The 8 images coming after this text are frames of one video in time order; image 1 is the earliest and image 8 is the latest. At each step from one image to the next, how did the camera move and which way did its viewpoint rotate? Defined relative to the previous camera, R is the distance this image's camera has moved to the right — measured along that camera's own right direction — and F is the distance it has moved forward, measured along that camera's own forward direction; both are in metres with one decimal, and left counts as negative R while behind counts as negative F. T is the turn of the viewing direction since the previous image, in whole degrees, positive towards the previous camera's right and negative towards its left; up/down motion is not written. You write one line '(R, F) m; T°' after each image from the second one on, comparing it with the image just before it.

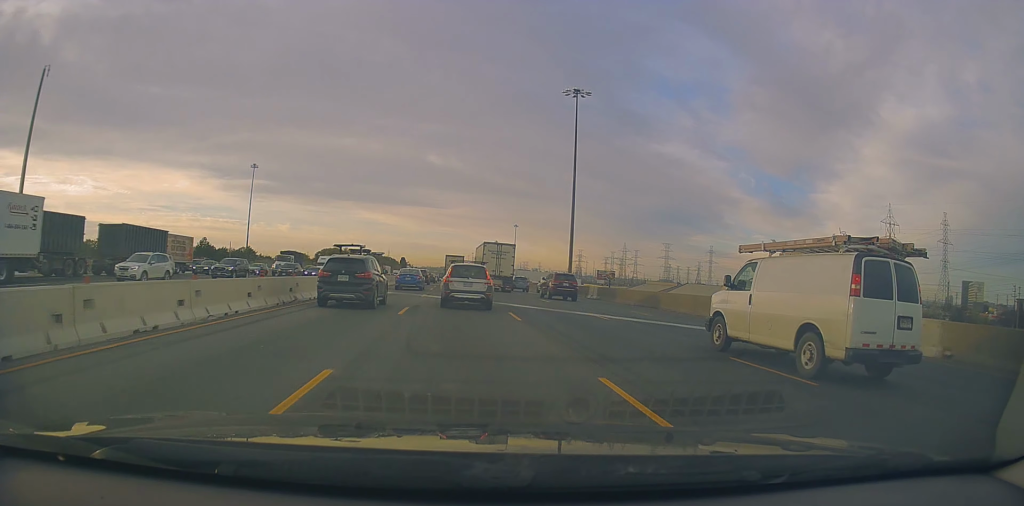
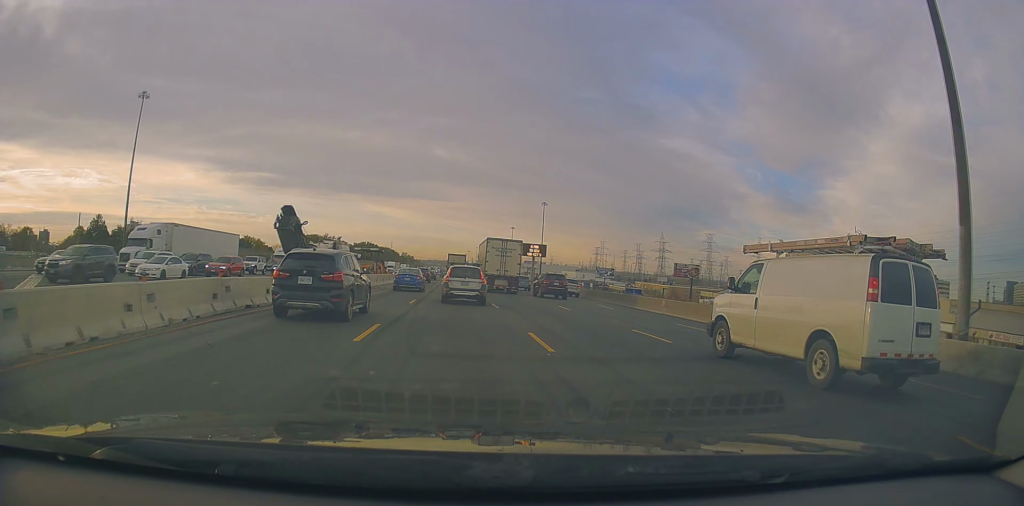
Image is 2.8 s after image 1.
(-0.4, +66.2) m; -1°
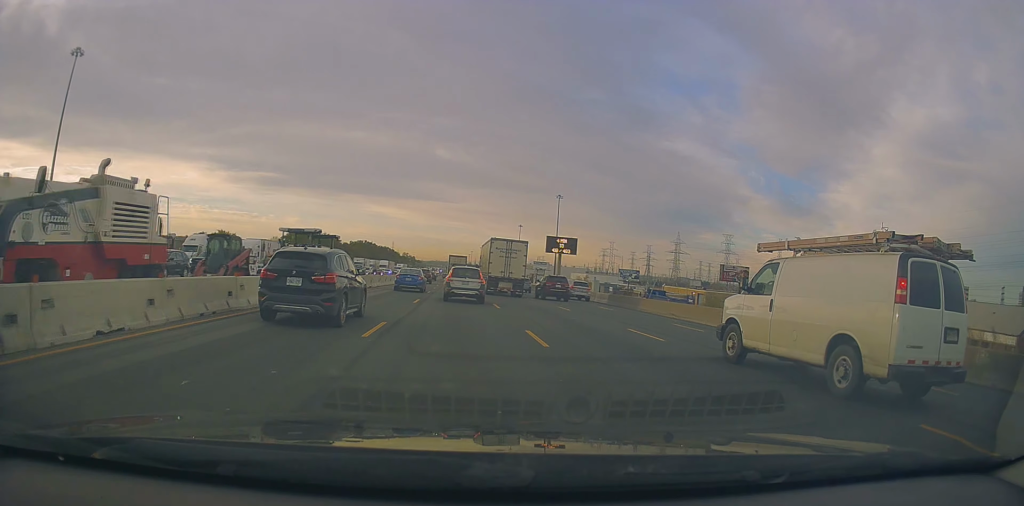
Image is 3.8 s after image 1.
(+0.3, +23.2) m; +1°
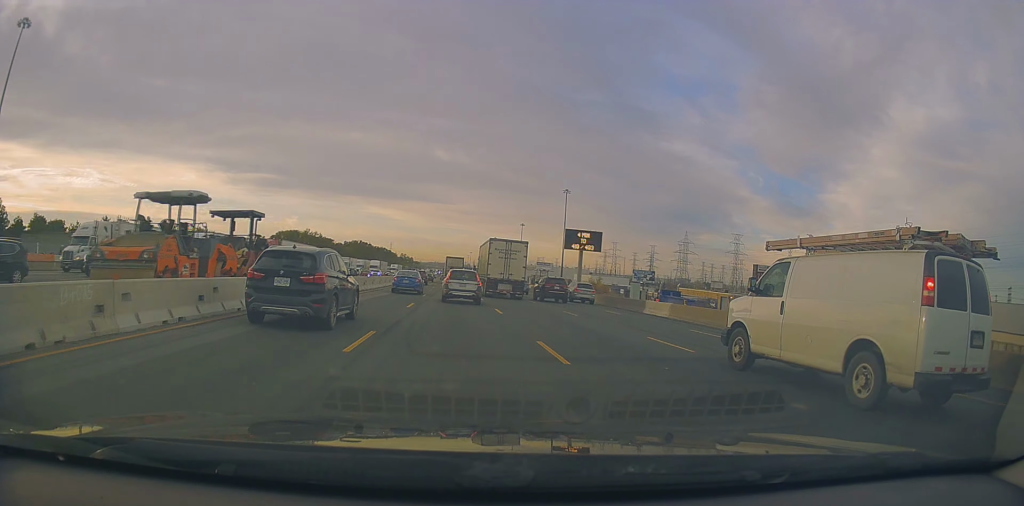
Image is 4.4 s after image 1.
(0.0, +14.0) m; 0°
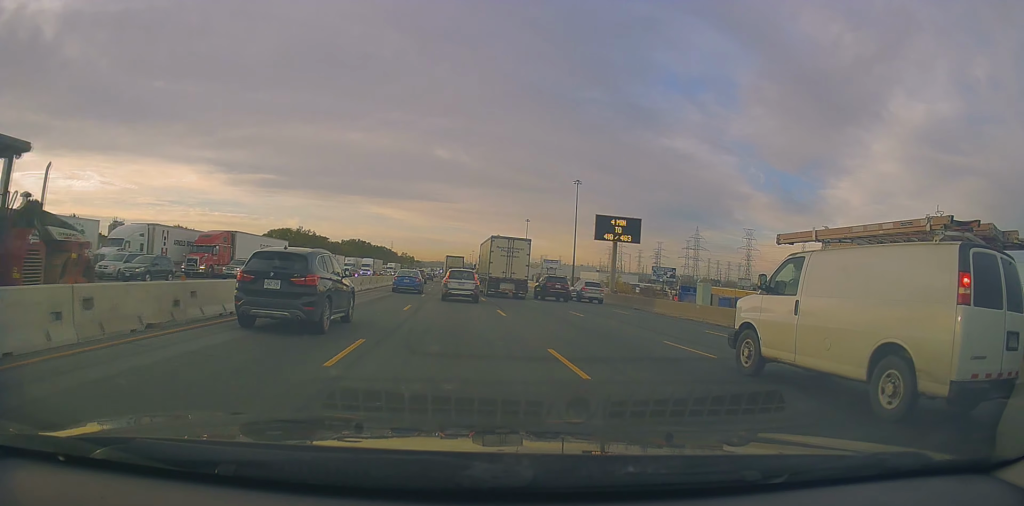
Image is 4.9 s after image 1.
(+0.1, +12.7) m; -1°
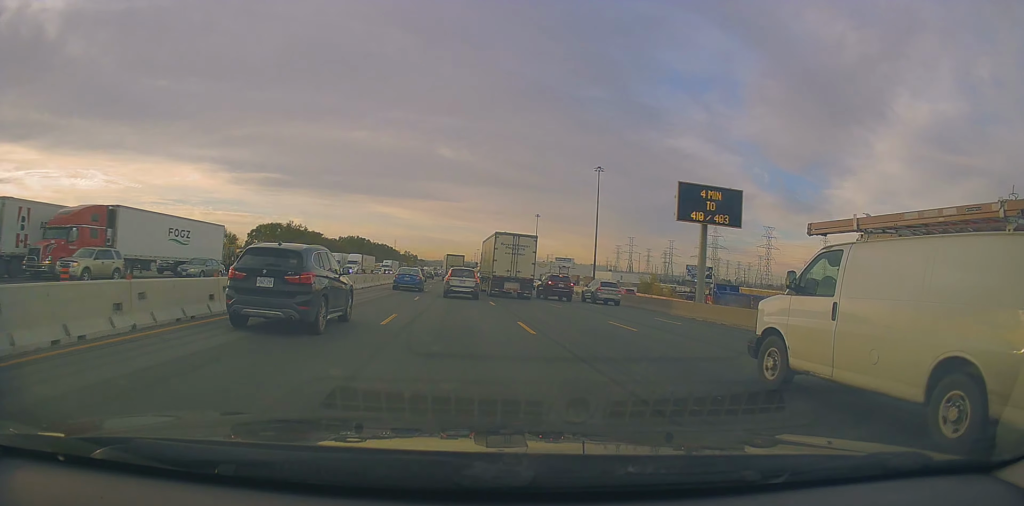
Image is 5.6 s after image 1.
(-0.4, +18.3) m; 0°
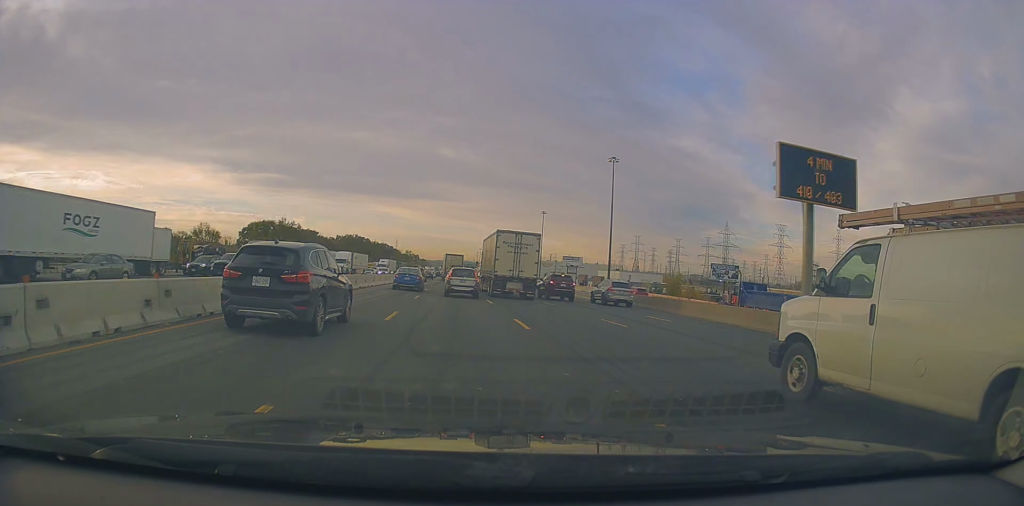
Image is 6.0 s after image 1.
(-0.1, +10.3) m; 0°
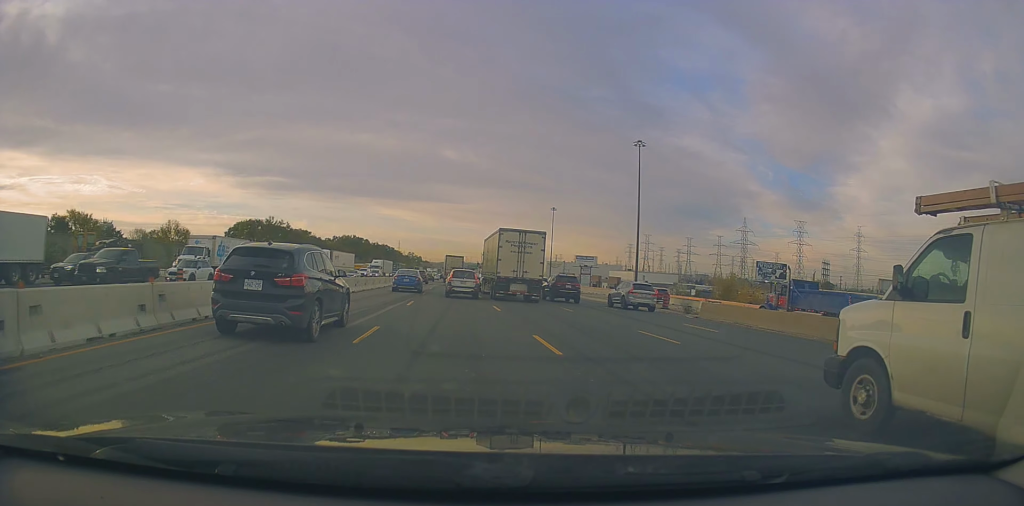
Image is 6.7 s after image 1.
(+0.5, +16.2) m; 0°
